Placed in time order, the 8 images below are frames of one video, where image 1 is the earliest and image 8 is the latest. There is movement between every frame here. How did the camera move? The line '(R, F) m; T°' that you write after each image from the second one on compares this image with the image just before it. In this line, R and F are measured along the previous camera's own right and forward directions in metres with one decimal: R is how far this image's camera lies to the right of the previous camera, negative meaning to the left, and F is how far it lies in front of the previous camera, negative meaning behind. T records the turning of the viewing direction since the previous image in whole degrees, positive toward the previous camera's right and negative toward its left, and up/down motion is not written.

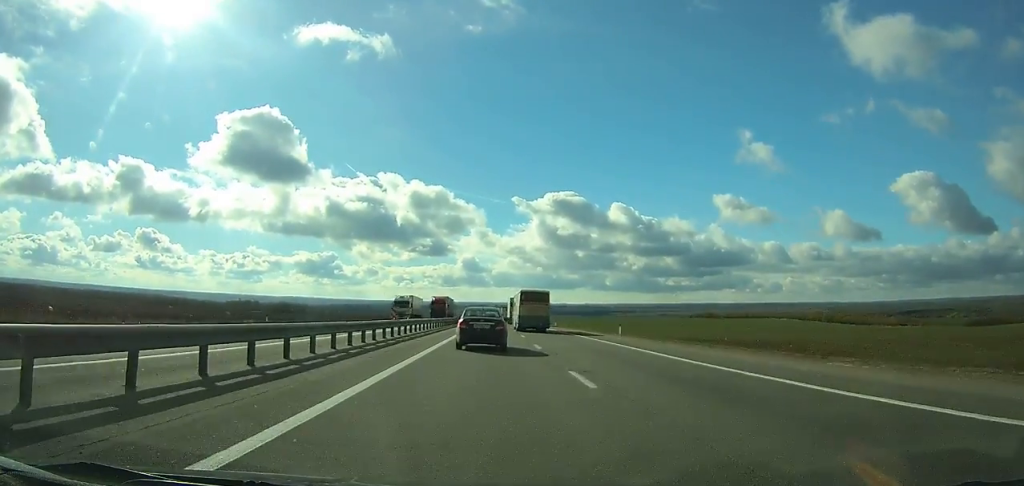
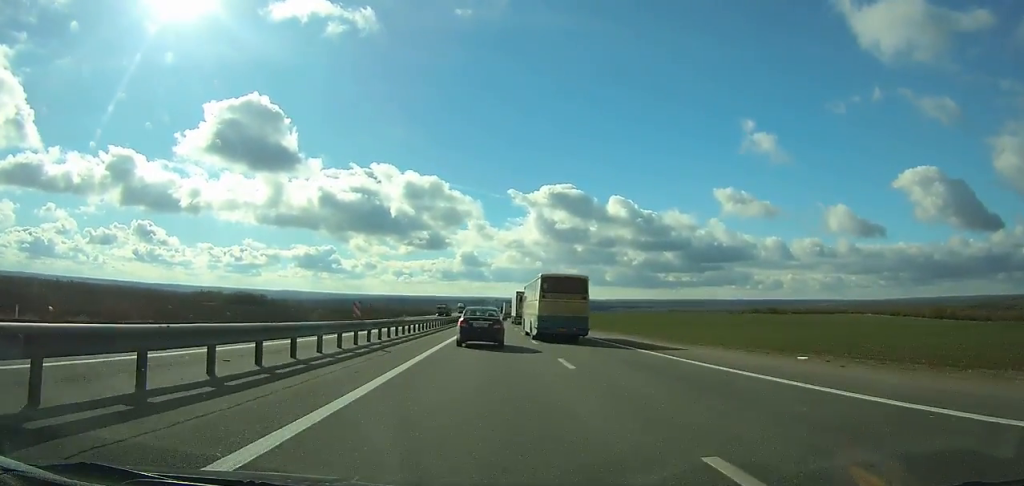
(+0.4, +127.6) m; 0°
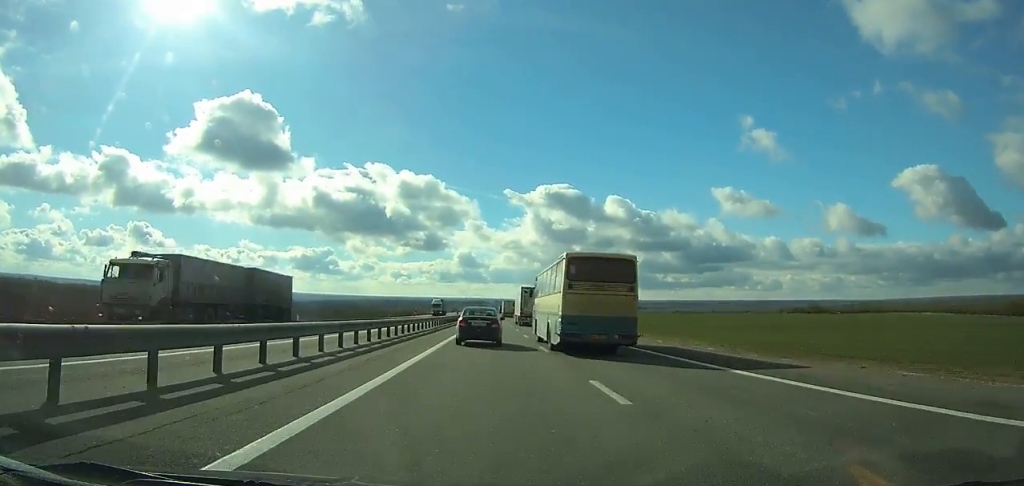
(+0.1, +65.7) m; 0°
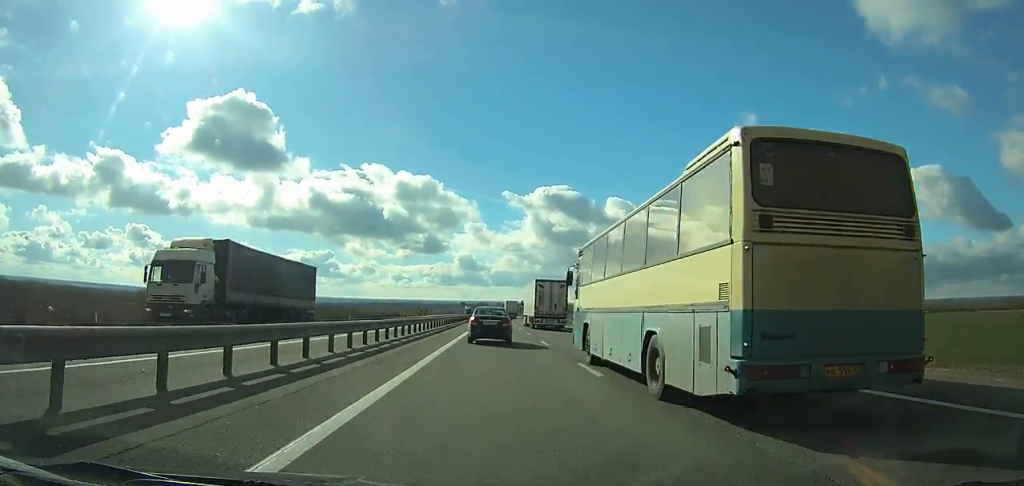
(-0.2, +80.4) m; 0°
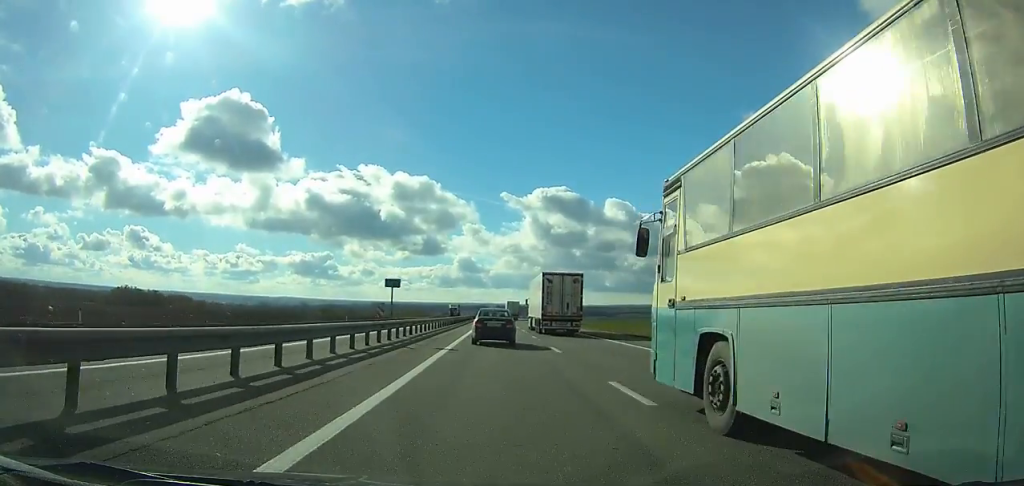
(0.0, +51.7) m; 0°
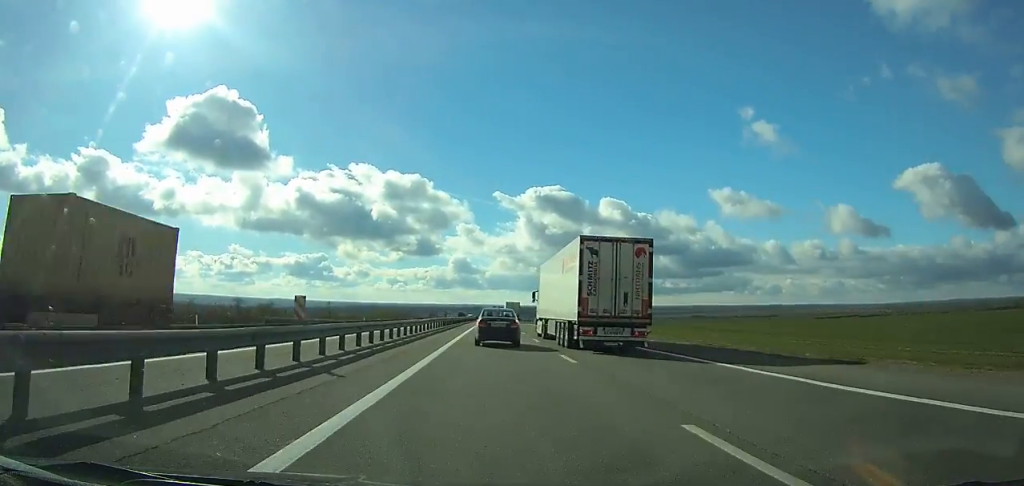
(-0.1, +87.6) m; 0°
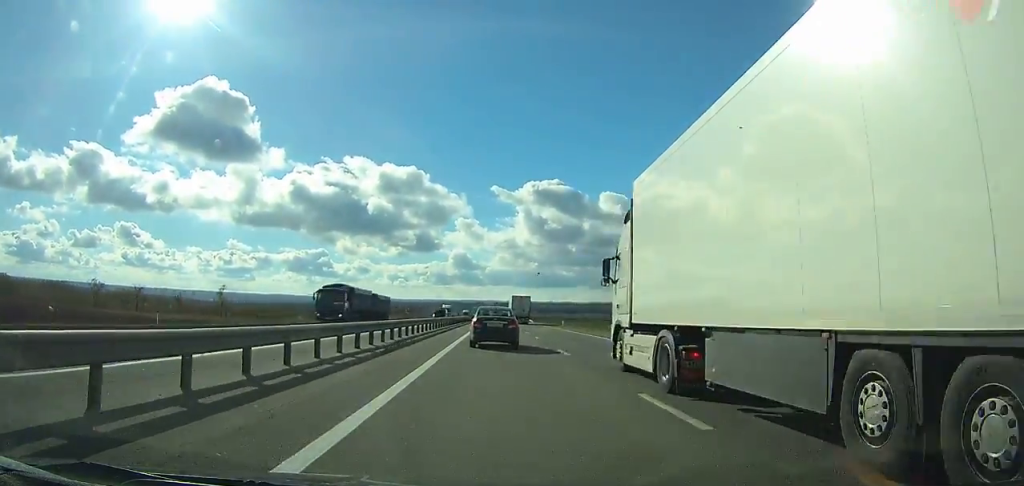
(+0.1, +103.8) m; 0°
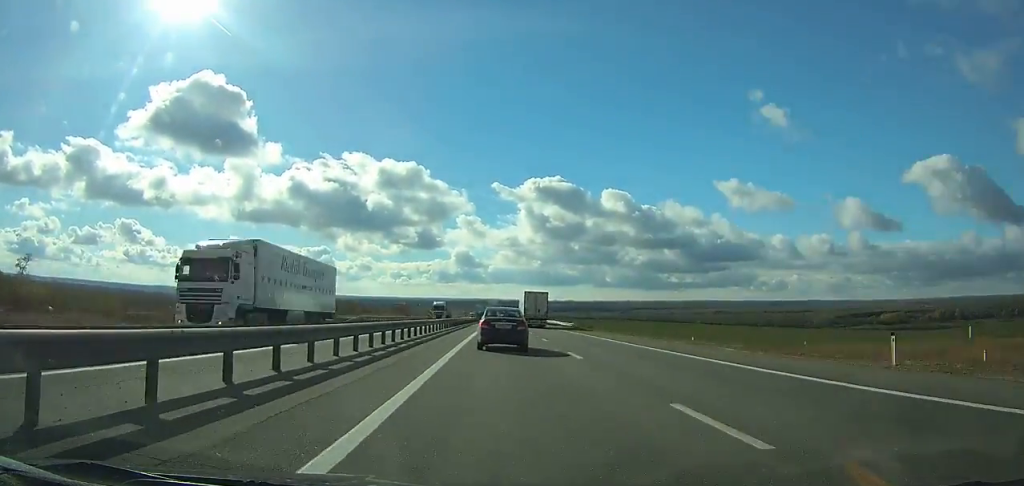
(+0.2, +72.8) m; 0°
